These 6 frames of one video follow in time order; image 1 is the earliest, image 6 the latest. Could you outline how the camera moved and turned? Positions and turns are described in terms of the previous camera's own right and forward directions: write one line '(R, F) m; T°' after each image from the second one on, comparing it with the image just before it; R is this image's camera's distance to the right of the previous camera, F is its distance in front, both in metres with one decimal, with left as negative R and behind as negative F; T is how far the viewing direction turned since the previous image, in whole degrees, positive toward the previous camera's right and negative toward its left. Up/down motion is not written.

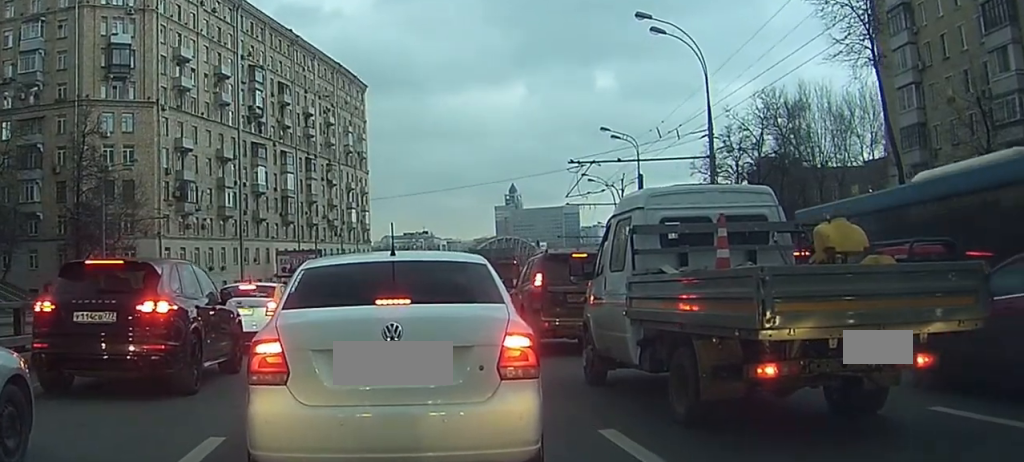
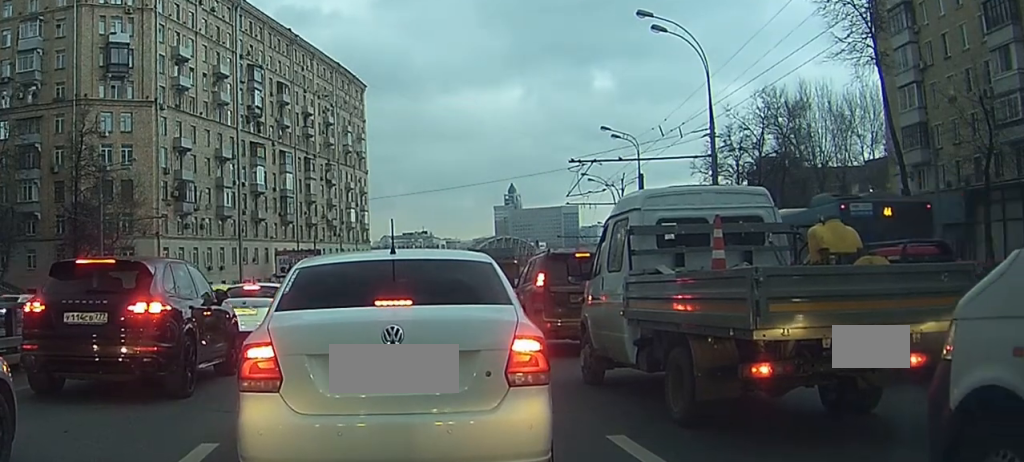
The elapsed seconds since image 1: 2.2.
(0.0, 0.0) m; 0°
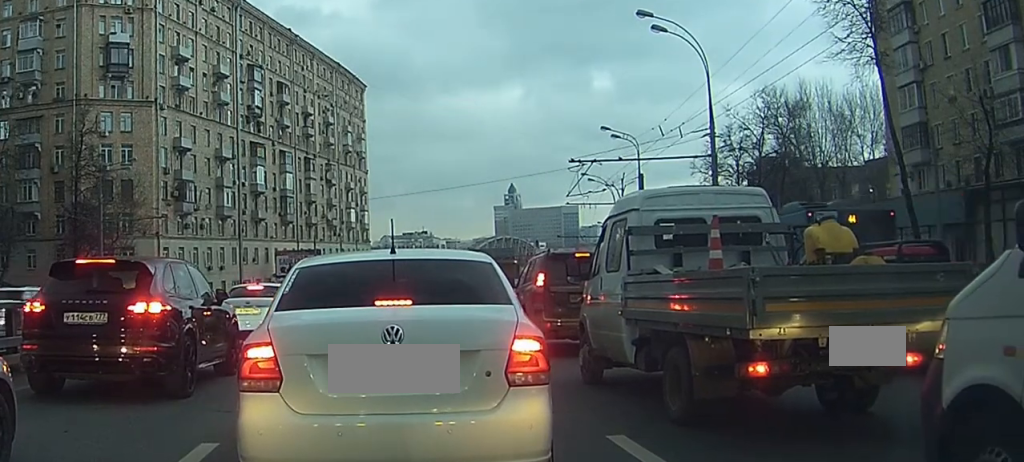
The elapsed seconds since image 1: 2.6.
(0.0, 0.0) m; 0°
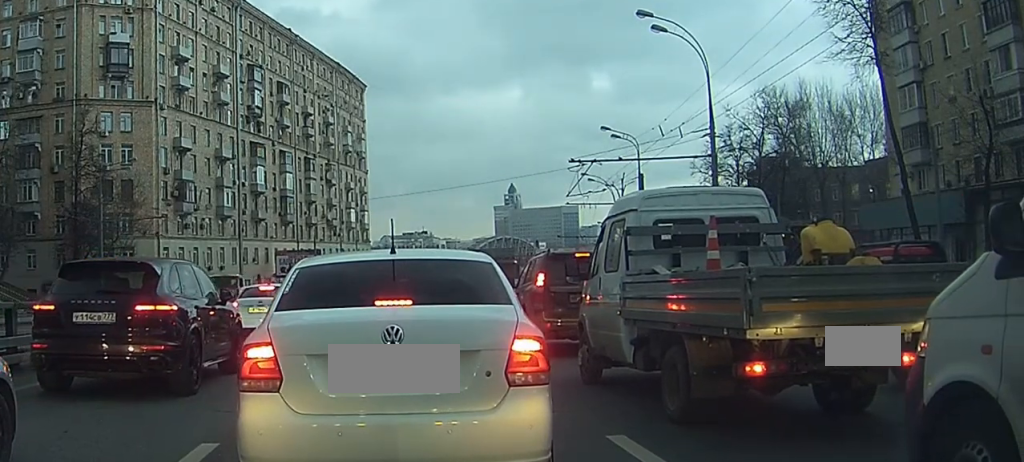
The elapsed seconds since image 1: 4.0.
(0.0, 0.0) m; 0°
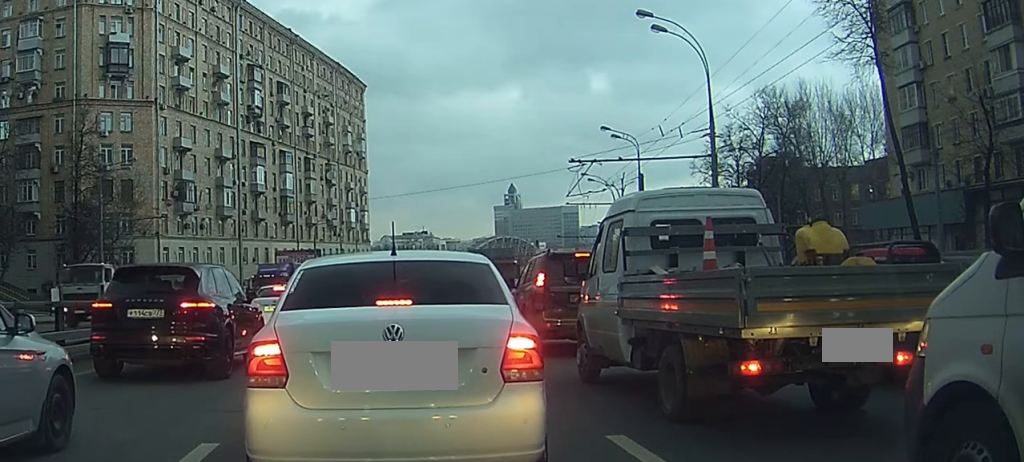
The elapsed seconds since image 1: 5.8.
(0.0, 0.0) m; 0°
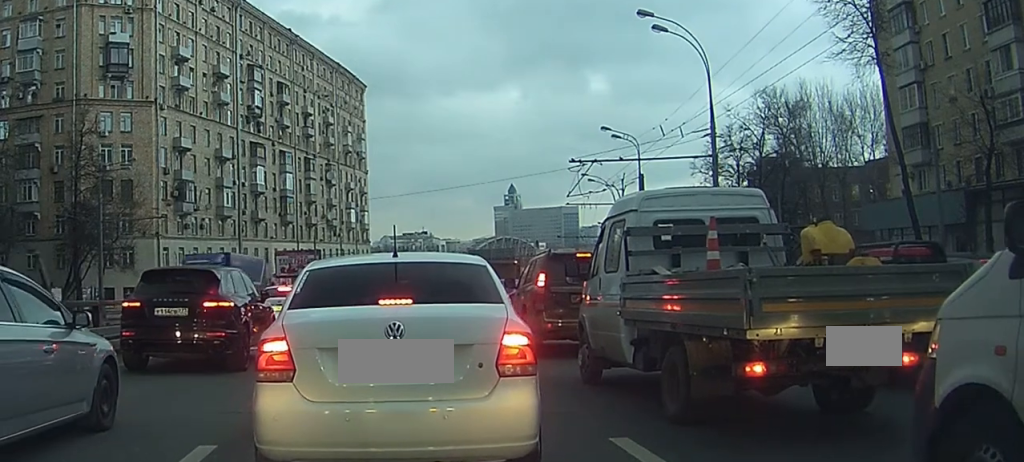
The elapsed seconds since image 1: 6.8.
(0.0, 0.0) m; 0°
